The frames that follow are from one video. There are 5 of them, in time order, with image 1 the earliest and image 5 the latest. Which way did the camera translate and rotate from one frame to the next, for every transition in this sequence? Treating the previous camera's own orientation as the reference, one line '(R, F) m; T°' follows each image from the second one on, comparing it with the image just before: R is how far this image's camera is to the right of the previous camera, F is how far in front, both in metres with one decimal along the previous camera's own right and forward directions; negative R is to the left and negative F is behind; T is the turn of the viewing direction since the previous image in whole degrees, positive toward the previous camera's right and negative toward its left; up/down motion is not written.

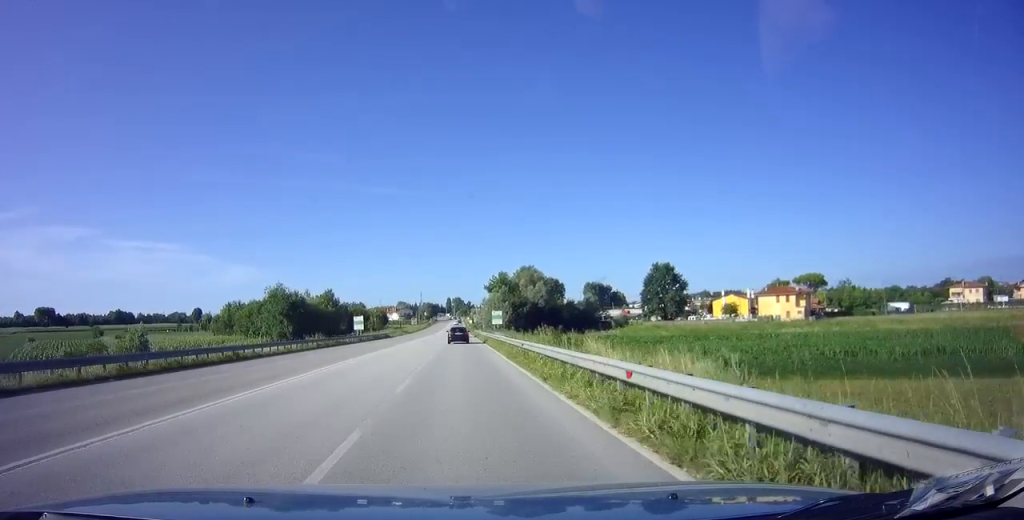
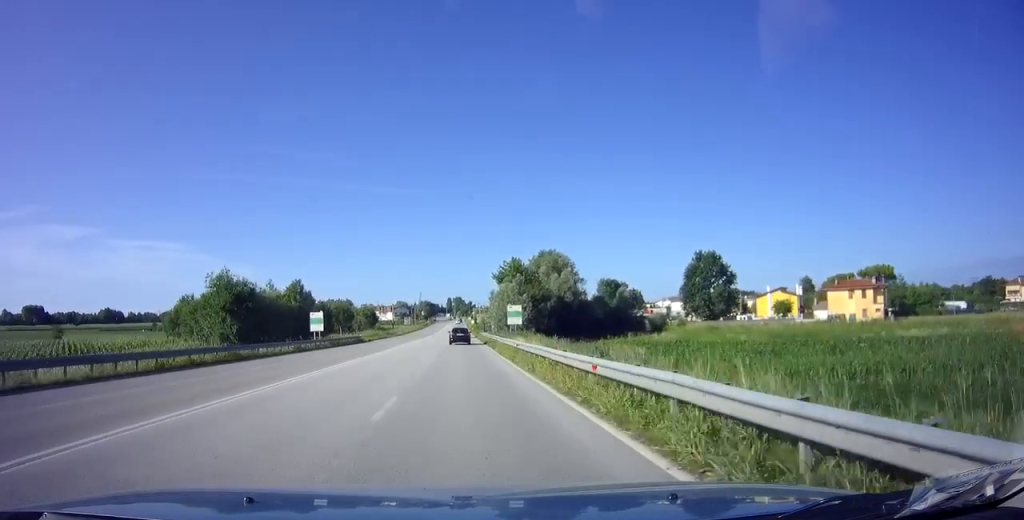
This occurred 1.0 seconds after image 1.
(-0.1, +24.5) m; 0°
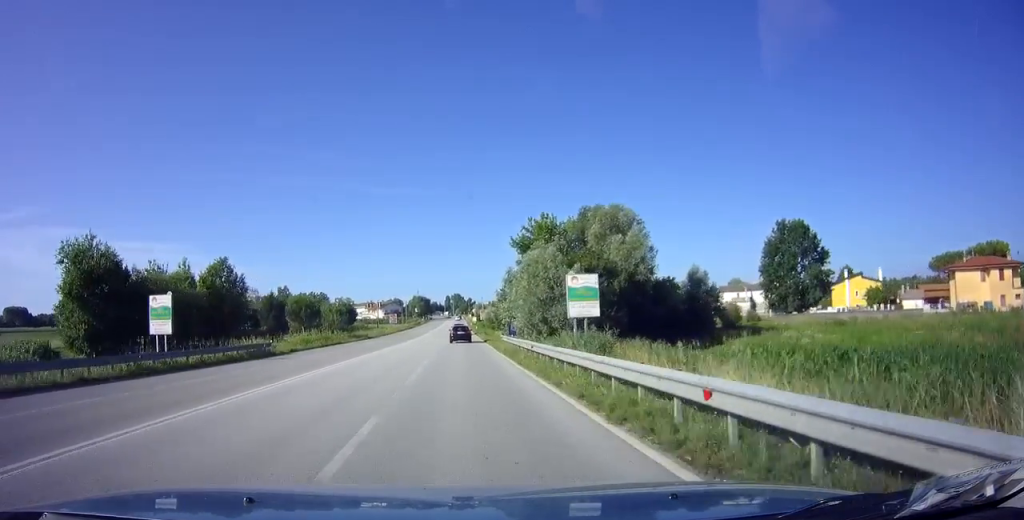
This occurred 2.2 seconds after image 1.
(0.0, +32.1) m; 0°
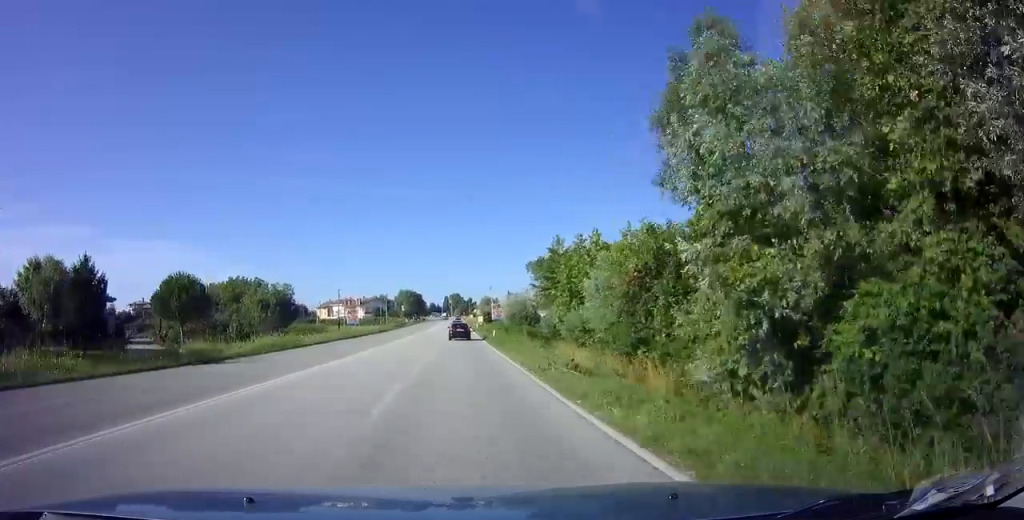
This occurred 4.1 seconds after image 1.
(+0.1, +46.2) m; 0°
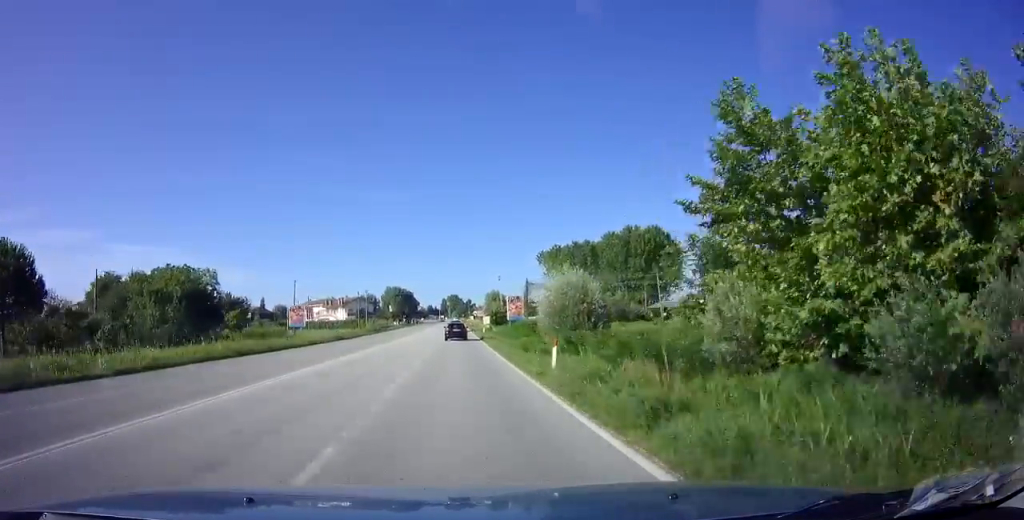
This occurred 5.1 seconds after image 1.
(0.0, +26.4) m; 0°
